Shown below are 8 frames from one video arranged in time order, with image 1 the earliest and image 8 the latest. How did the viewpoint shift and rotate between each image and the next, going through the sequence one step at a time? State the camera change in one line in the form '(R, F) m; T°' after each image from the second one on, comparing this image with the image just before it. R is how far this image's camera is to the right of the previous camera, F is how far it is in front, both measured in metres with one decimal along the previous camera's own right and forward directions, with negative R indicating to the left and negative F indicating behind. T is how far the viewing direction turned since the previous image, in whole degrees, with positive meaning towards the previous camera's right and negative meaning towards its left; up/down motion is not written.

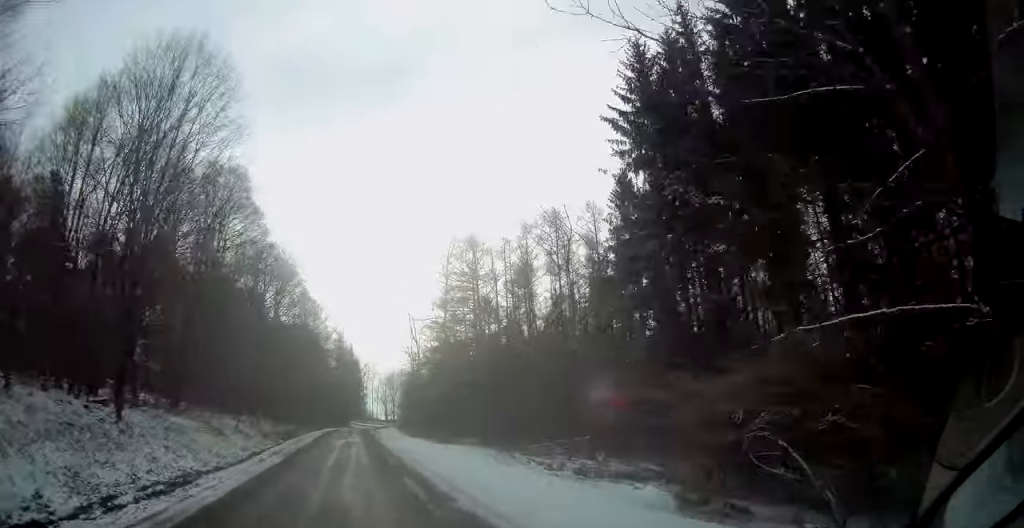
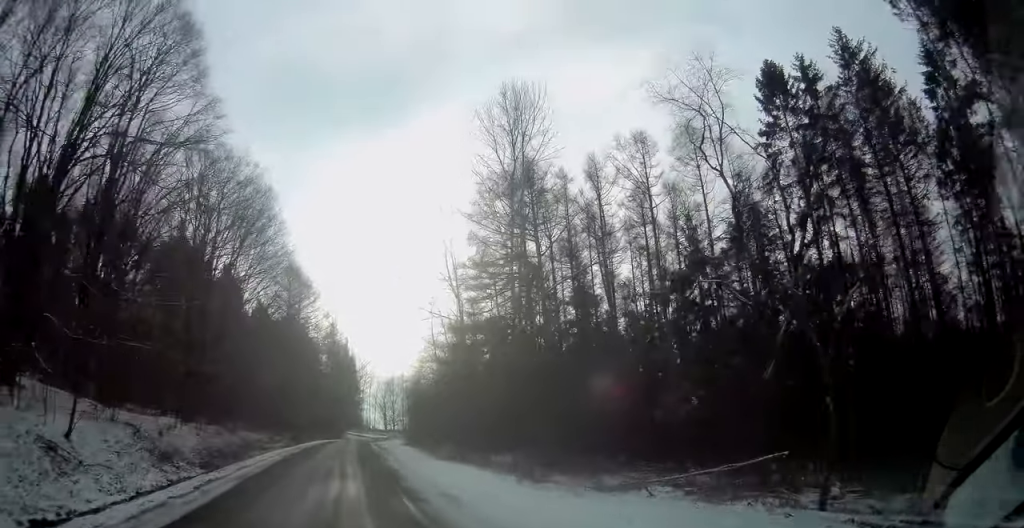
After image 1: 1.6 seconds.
(+0.1, +26.8) m; 0°
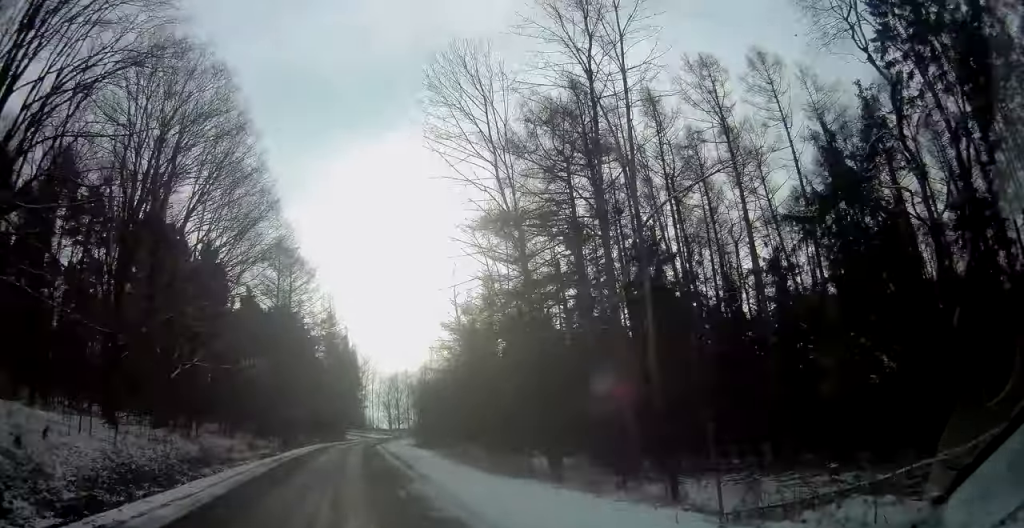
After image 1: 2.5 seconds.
(-0.1, +15.2) m; 0°
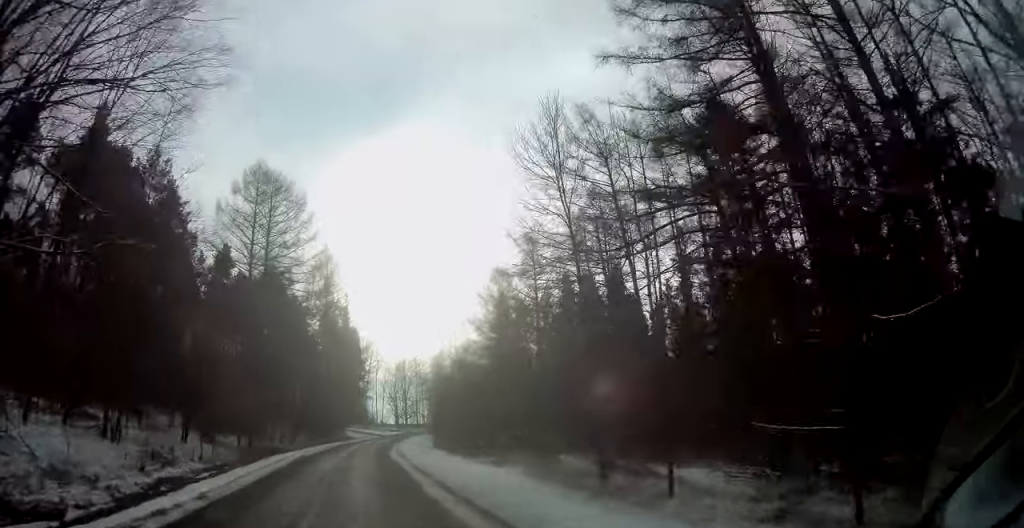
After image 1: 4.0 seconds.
(+0.1, +24.5) m; +1°
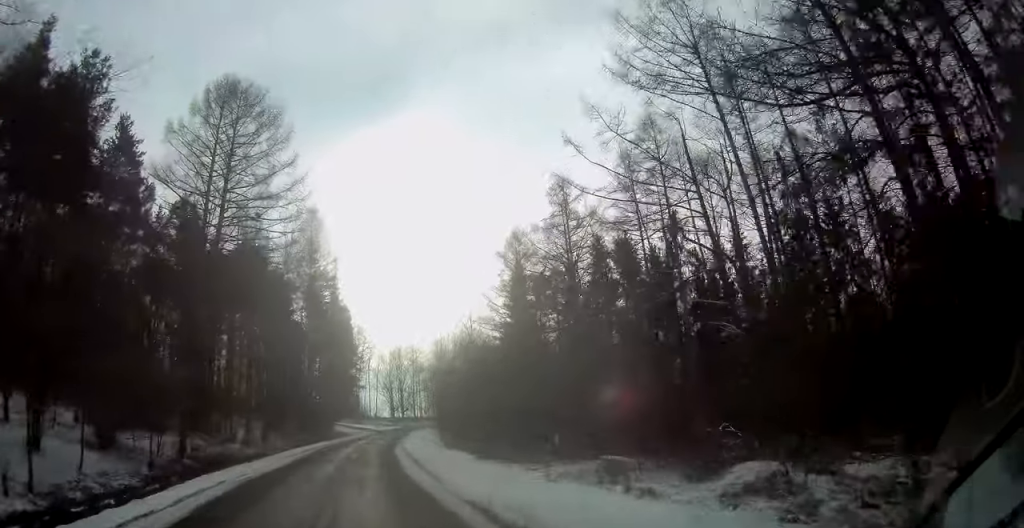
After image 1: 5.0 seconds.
(0.0, +15.2) m; 0°
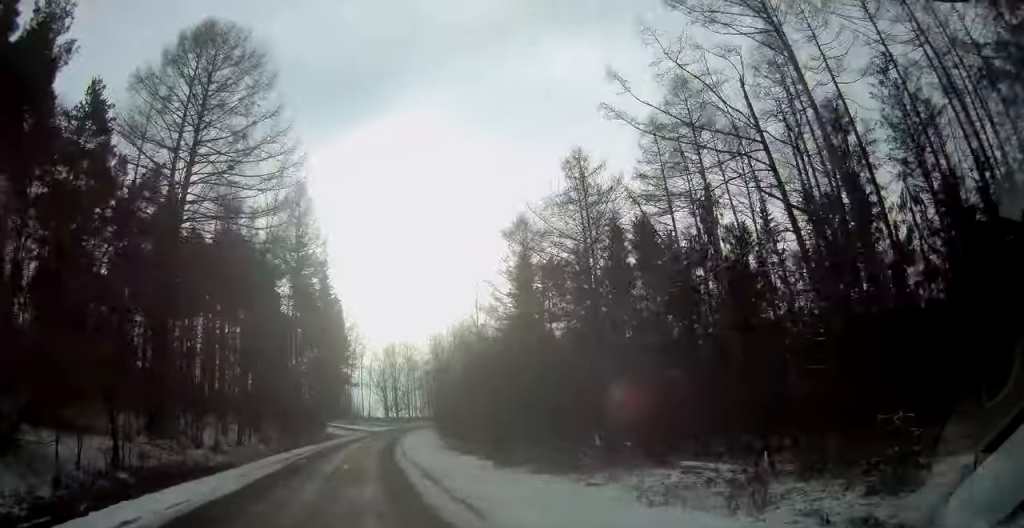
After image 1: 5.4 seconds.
(0.0, +6.3) m; 0°
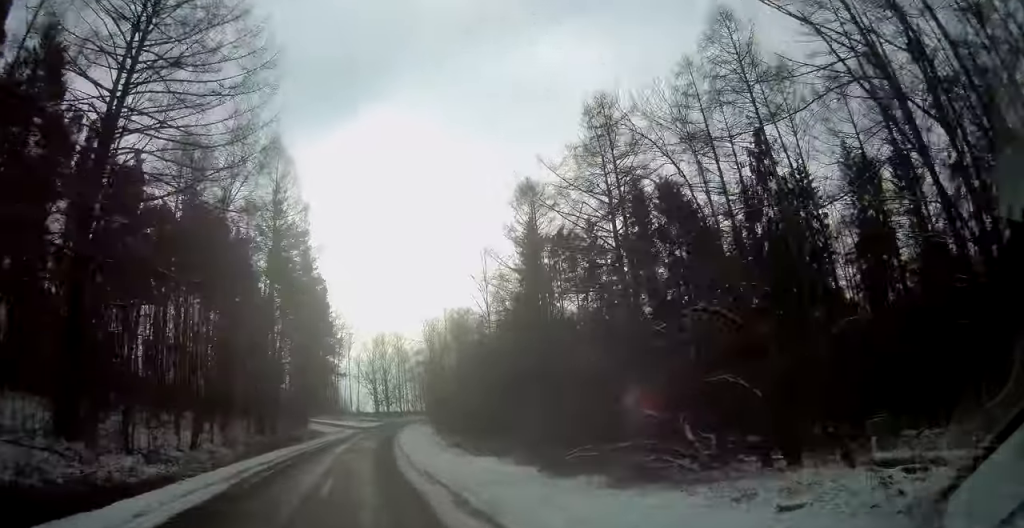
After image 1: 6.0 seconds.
(0.0, +8.2) m; +1°
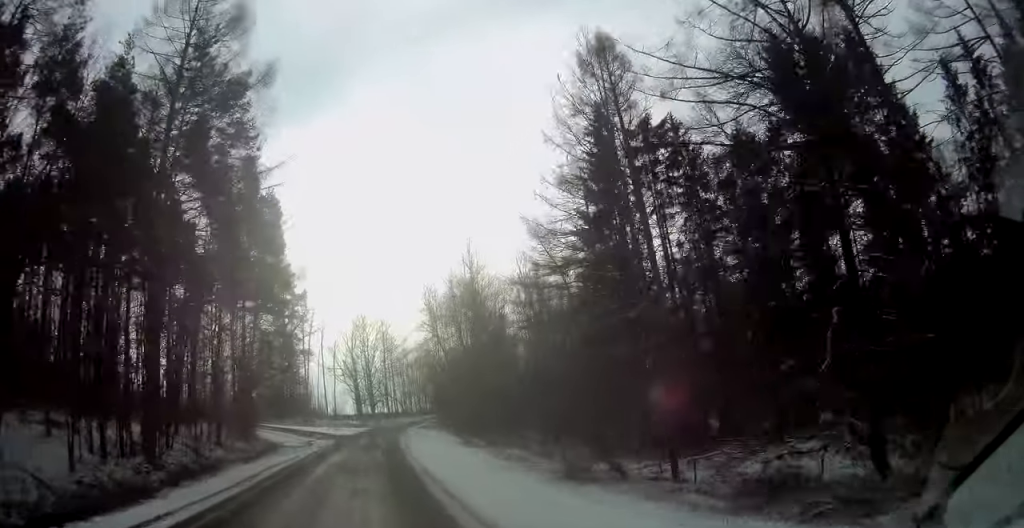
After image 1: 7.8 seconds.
(+0.7, +25.7) m; +3°
